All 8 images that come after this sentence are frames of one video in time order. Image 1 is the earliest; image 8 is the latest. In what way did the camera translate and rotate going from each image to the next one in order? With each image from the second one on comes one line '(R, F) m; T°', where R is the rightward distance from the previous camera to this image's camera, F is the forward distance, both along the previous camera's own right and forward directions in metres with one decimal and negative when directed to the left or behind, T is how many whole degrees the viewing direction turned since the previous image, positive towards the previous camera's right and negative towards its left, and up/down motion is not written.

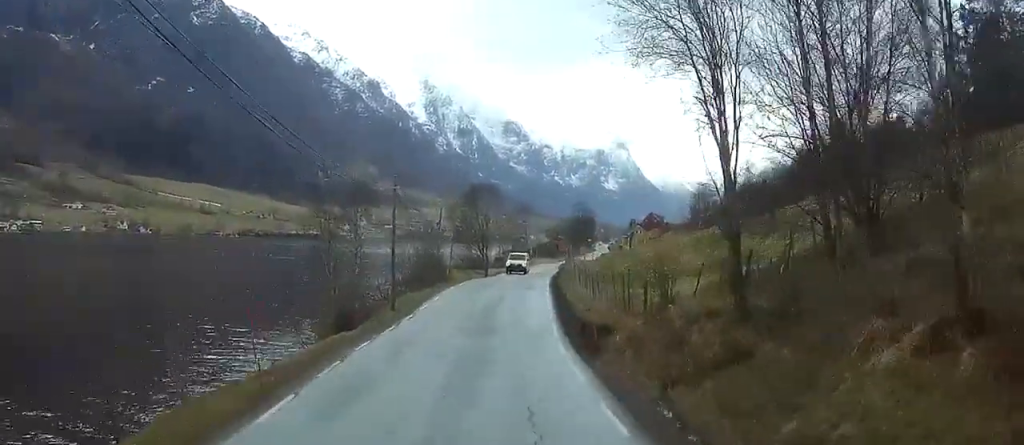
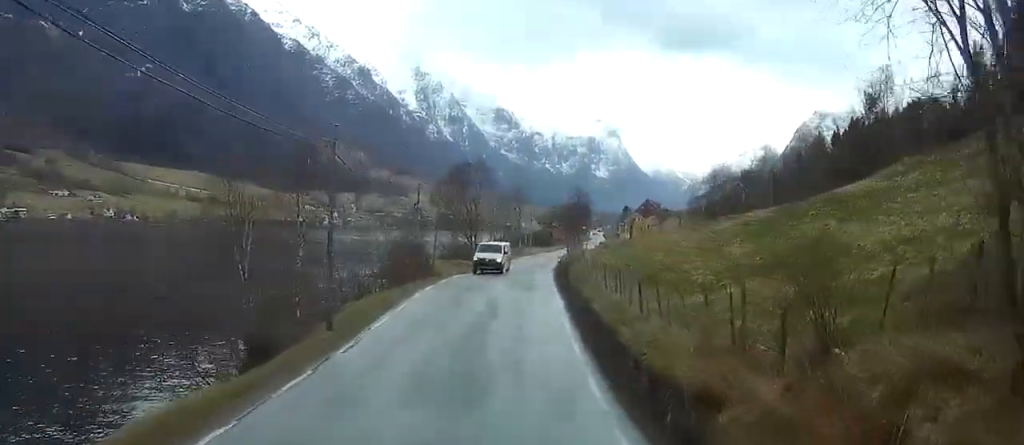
(+0.1, +15.3) m; +1°
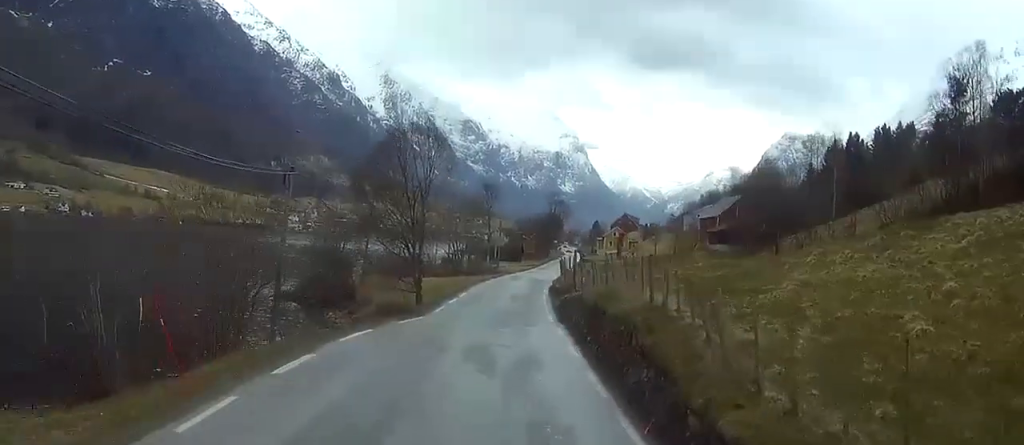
(+1.3, +33.7) m; +4°
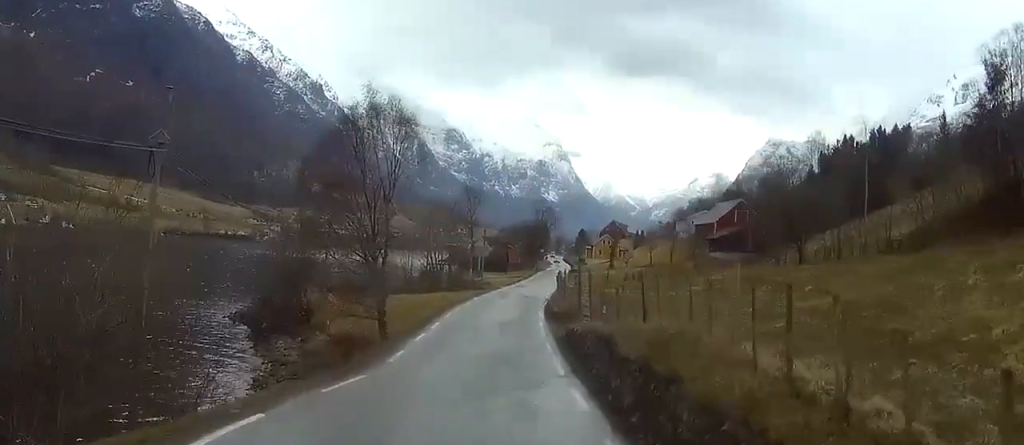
(+0.1, +11.6) m; 0°
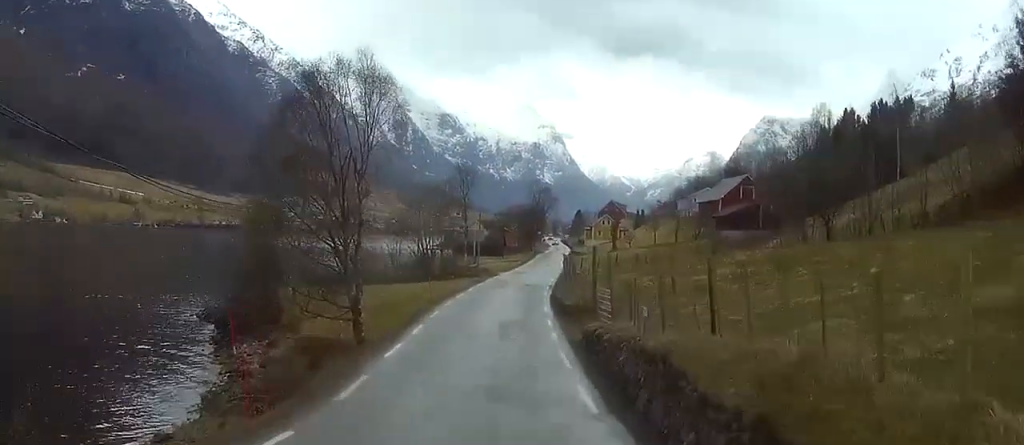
(0.0, +7.7) m; 0°
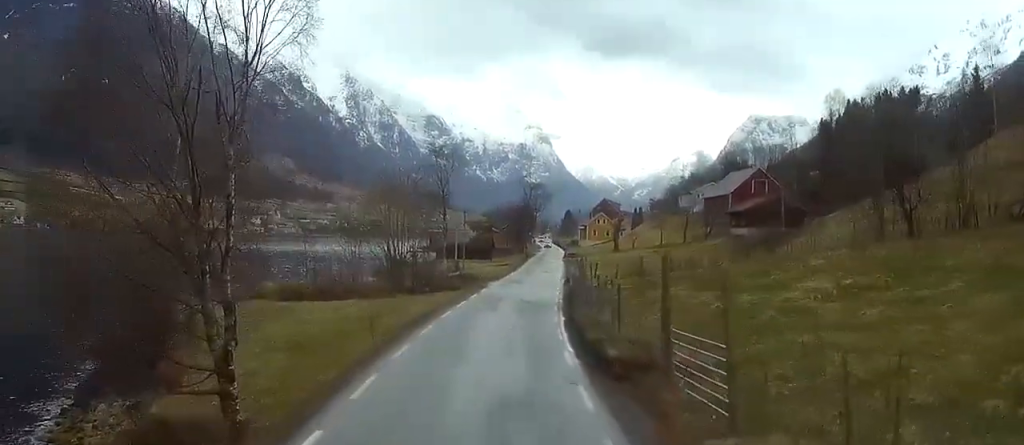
(0.0, +17.2) m; +1°
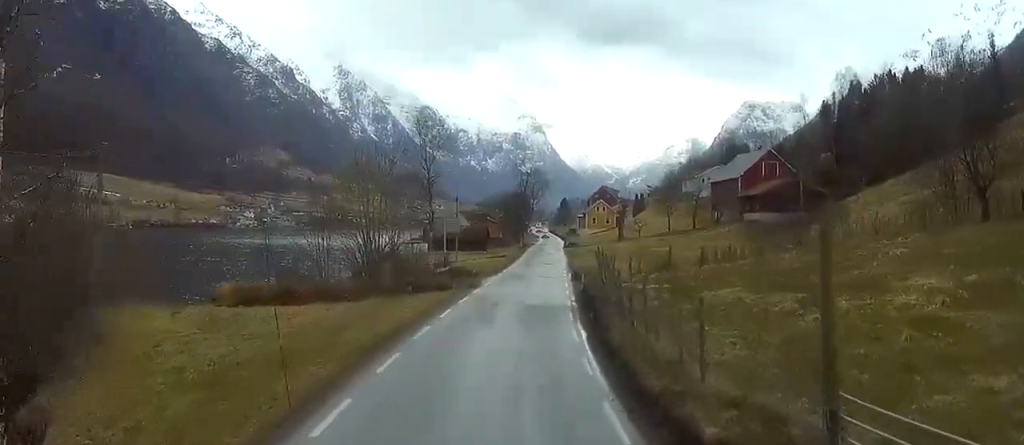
(+0.1, +10.1) m; +1°
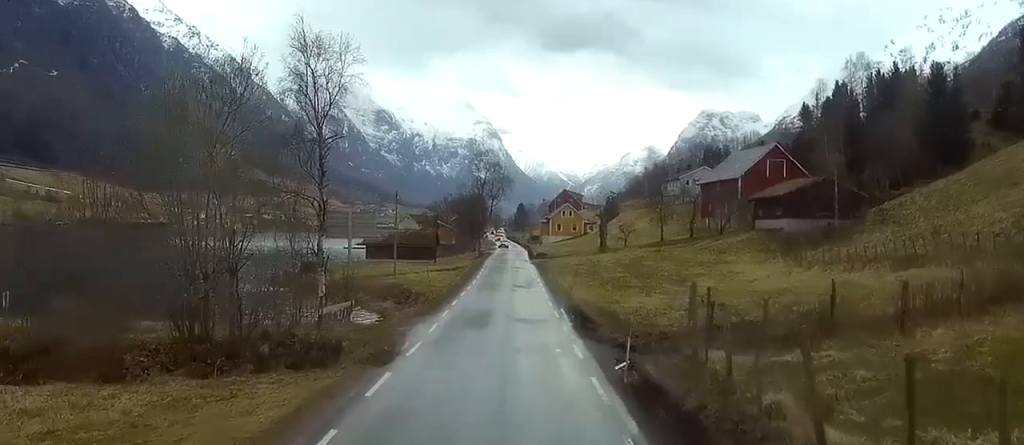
(+0.7, +25.7) m; +2°
